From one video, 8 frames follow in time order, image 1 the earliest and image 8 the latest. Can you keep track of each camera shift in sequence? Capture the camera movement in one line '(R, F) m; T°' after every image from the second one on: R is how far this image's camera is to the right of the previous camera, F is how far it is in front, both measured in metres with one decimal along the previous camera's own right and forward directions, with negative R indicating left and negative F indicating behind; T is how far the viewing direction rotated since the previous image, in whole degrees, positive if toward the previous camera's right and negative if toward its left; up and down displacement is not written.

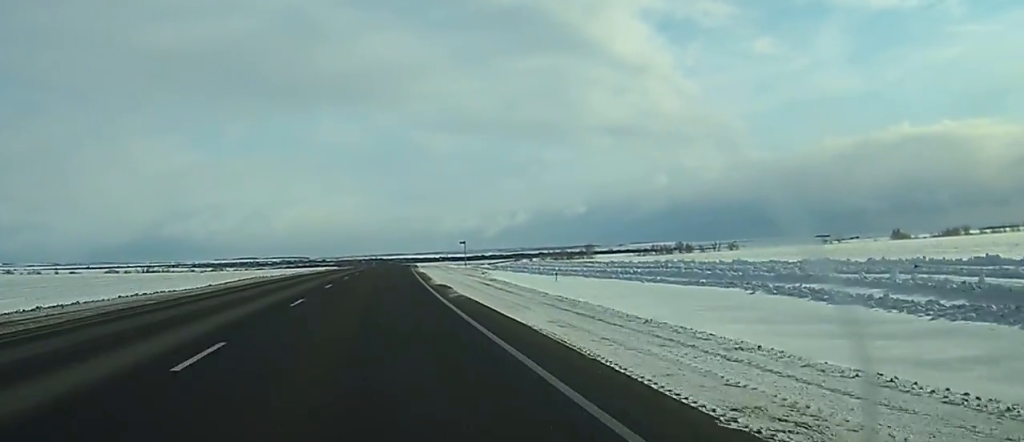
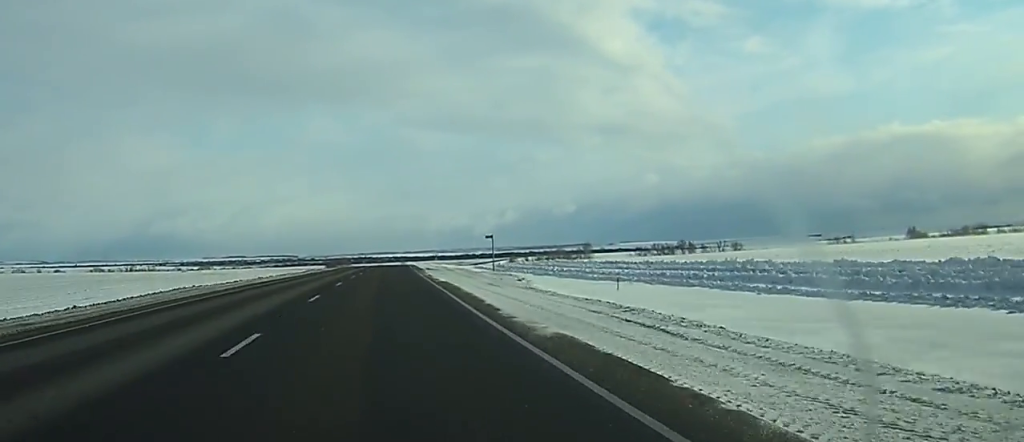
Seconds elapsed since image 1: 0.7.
(+0.2, +22.6) m; +1°
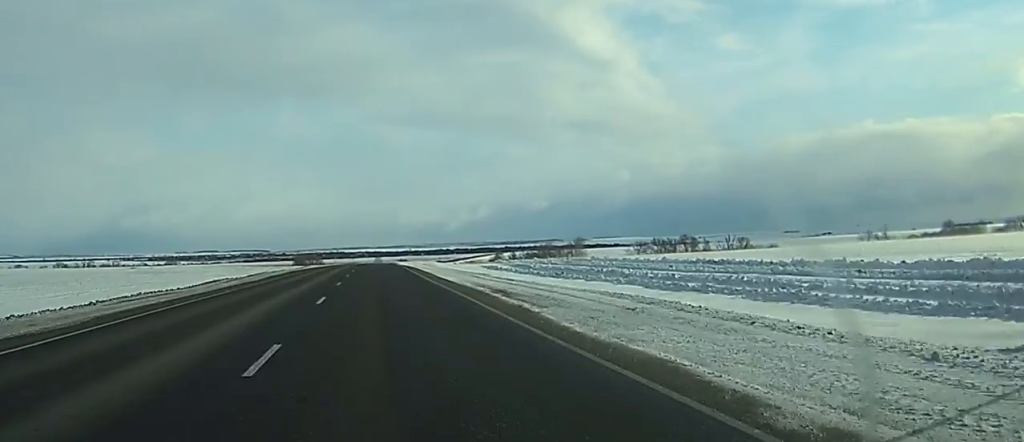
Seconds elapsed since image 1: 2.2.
(+0.5, +49.6) m; +1°
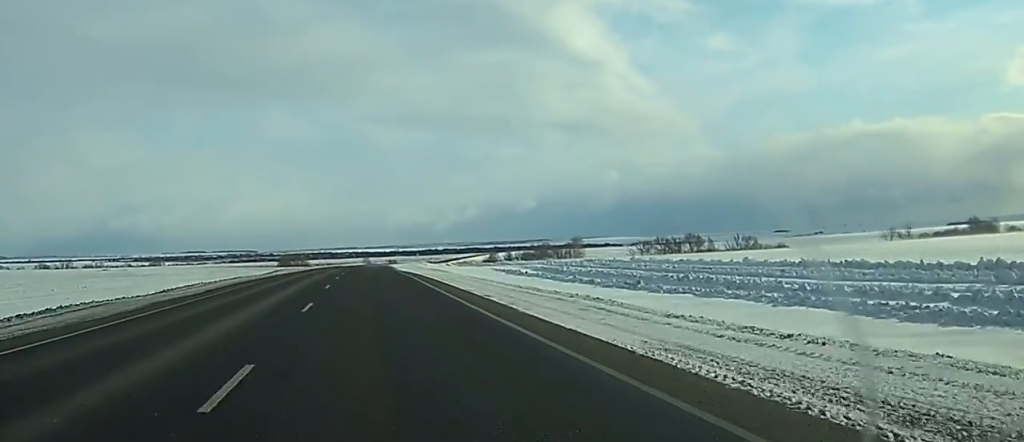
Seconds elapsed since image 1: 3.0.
(+0.1, +25.9) m; +1°
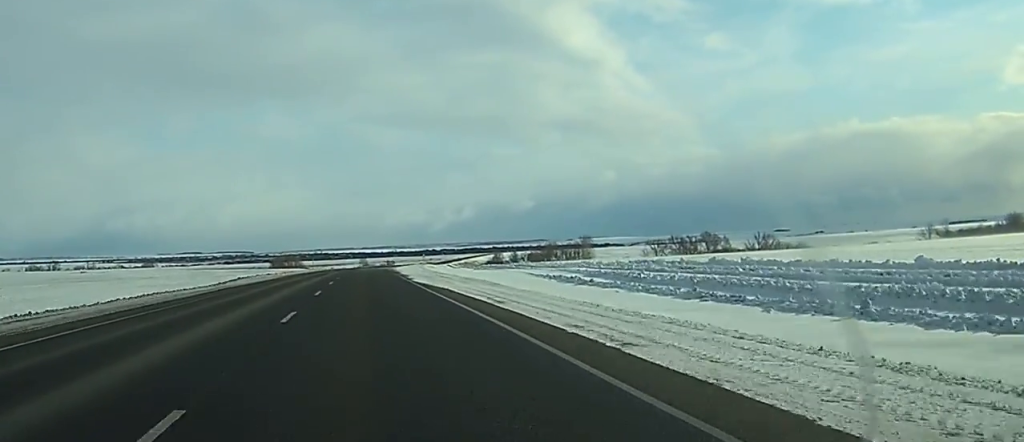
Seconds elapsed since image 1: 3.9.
(+0.2, +26.9) m; +1°
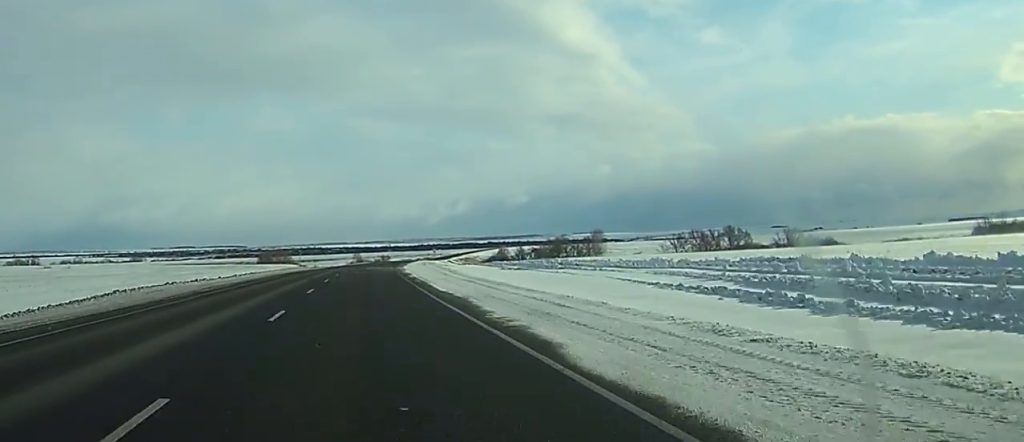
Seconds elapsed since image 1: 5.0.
(+0.2, +35.3) m; +1°
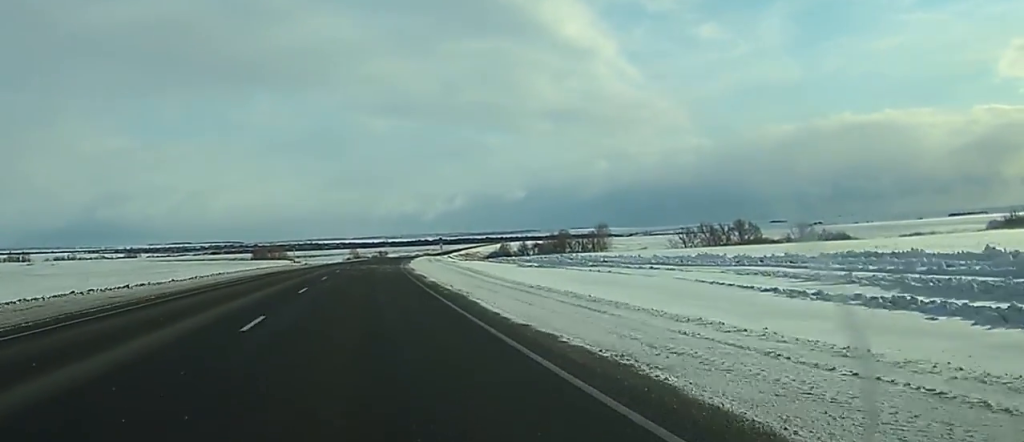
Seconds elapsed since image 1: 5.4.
(-0.1, +14.9) m; 0°
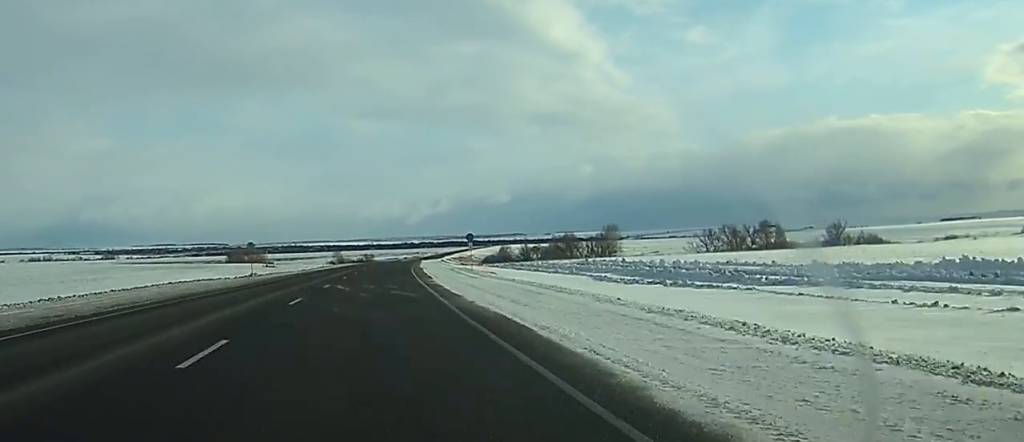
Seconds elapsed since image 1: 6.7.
(+0.5, +40.3) m; +1°
